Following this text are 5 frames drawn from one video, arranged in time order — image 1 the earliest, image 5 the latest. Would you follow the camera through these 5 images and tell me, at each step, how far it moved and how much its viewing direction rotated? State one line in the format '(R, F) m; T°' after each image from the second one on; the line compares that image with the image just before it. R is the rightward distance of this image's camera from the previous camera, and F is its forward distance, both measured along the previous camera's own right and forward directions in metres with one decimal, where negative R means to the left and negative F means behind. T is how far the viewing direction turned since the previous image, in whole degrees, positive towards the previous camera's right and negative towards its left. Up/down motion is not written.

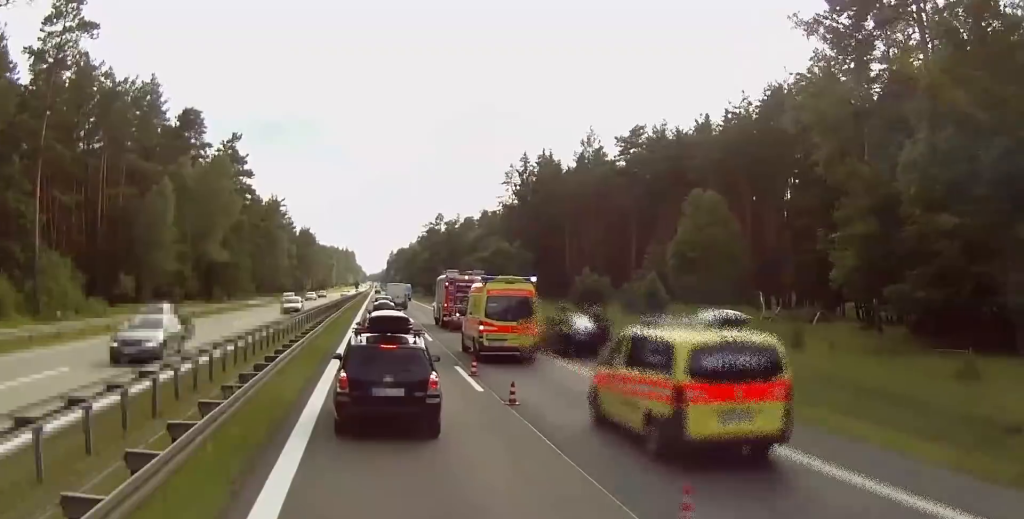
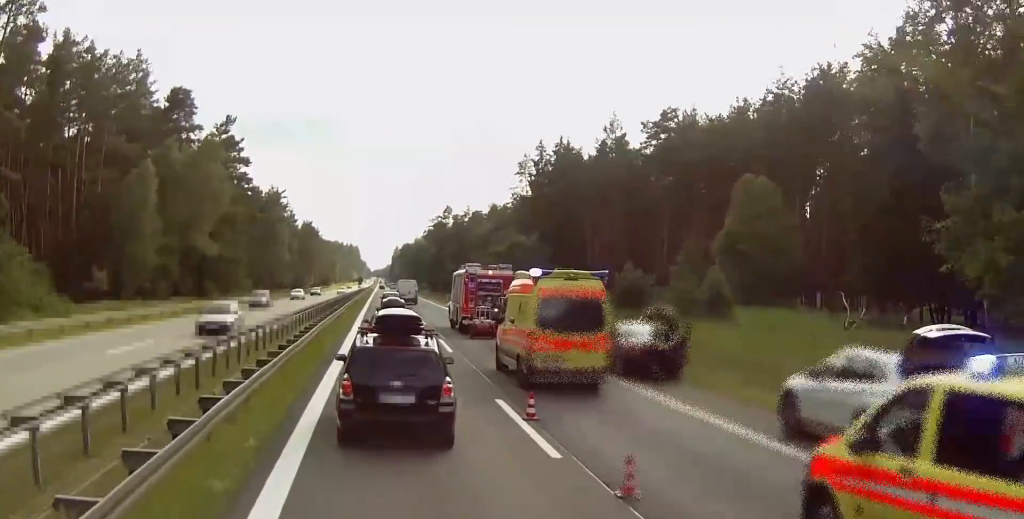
(0.0, +7.6) m; -1°
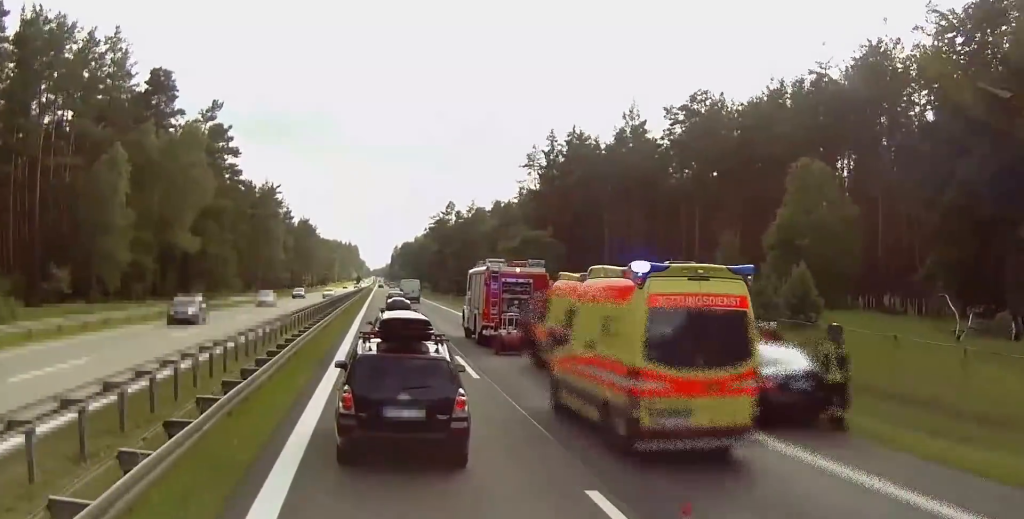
(0.0, +7.8) m; 0°
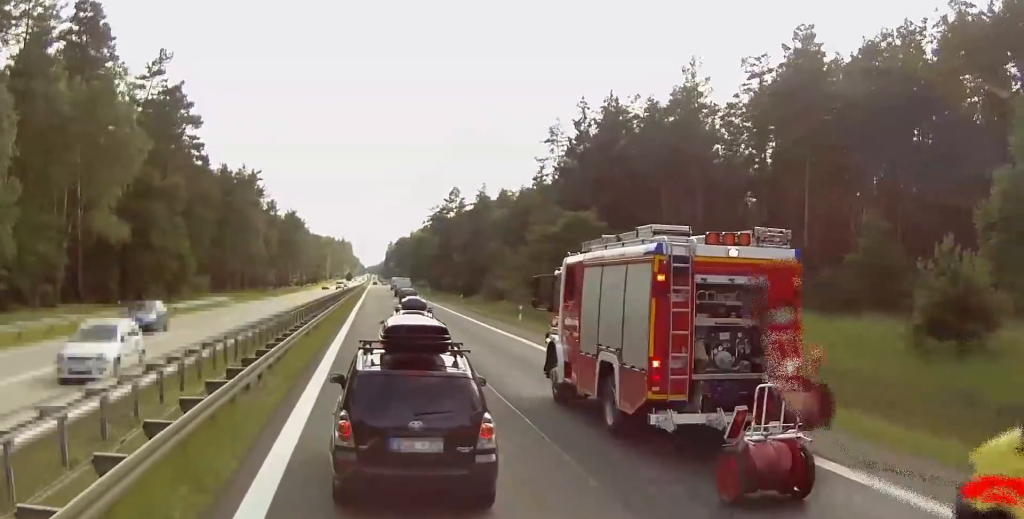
(+0.4, +20.7) m; 0°
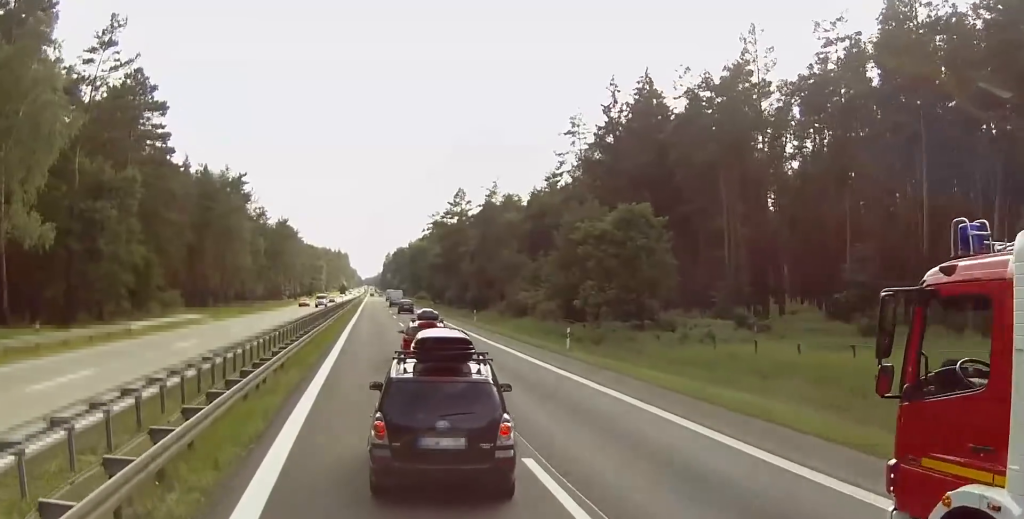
(-0.4, +13.8) m; 0°
